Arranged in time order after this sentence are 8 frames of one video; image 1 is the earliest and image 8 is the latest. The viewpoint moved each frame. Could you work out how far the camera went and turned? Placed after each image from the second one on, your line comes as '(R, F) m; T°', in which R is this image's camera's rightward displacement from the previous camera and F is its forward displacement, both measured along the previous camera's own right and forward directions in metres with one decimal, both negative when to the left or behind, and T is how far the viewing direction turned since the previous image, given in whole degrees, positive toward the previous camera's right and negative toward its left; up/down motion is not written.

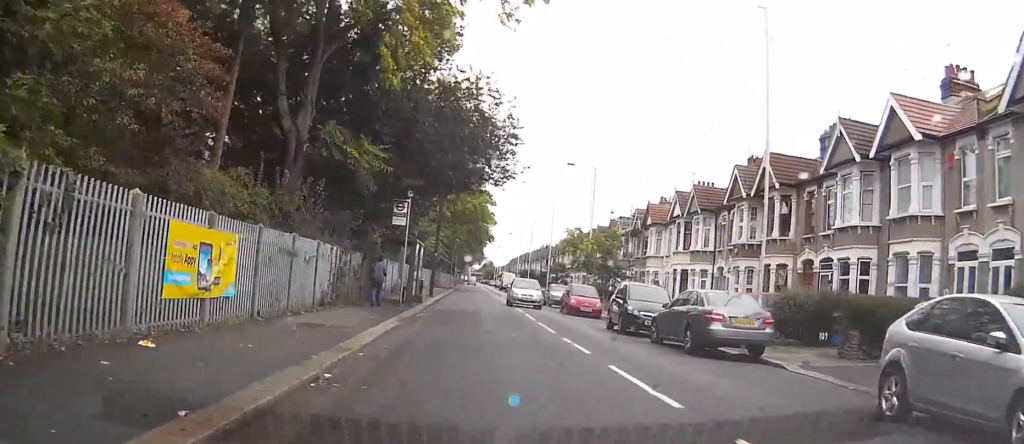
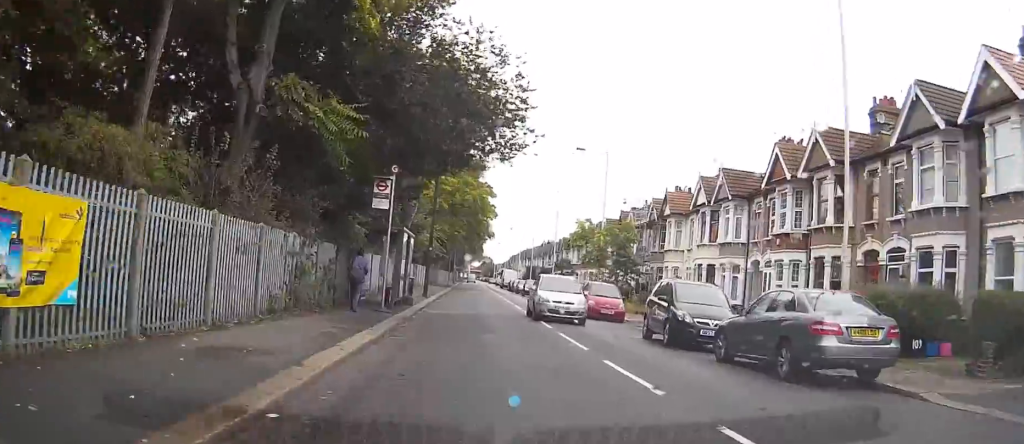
(0.0, +5.4) m; 0°
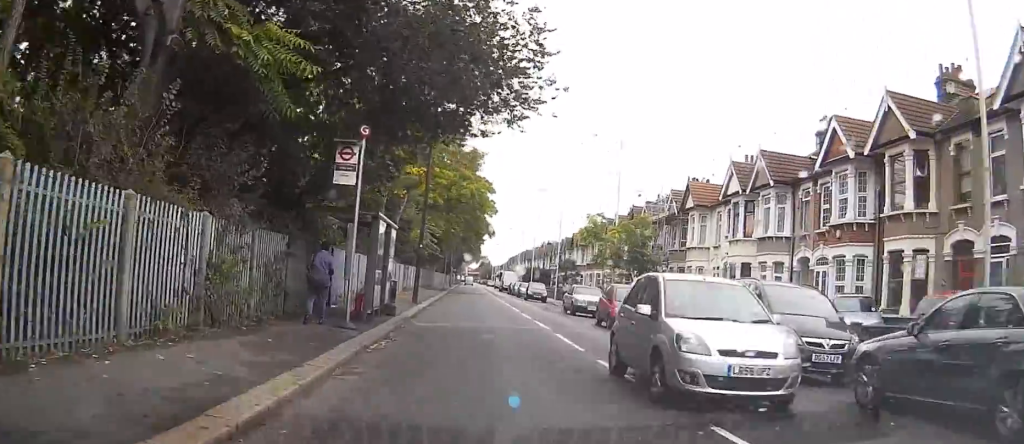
(0.0, +5.9) m; 0°
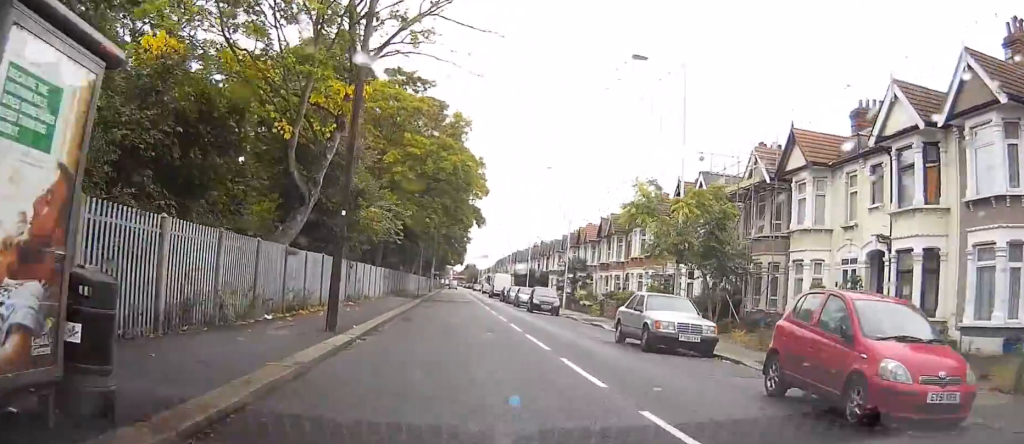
(-0.1, +17.0) m; 0°
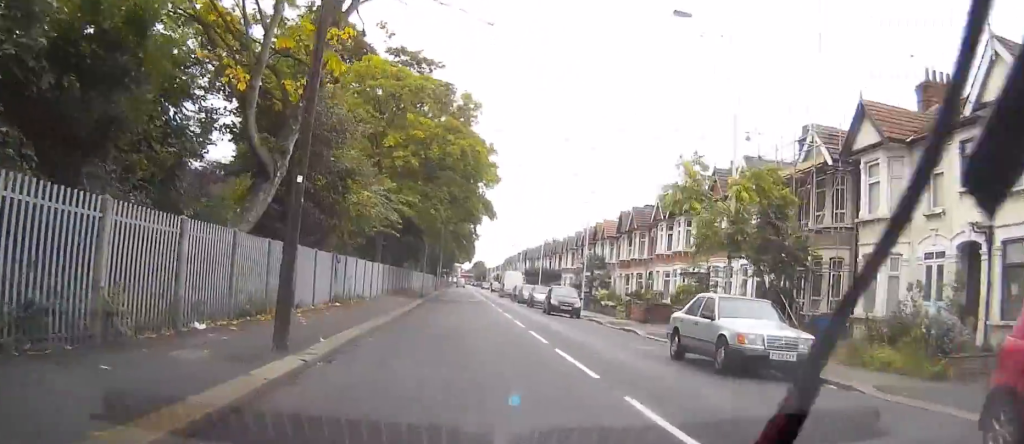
(0.0, +4.9) m; 0°
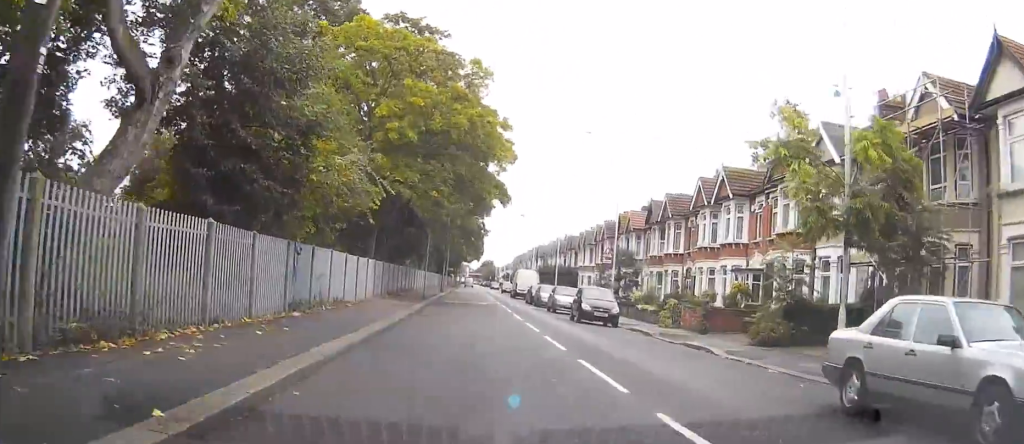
(0.0, +7.1) m; 0°
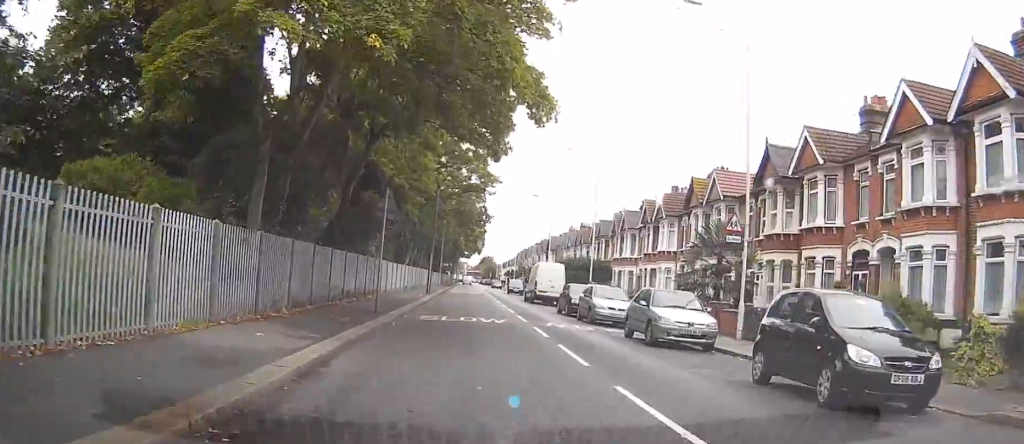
(-0.1, +21.1) m; 0°
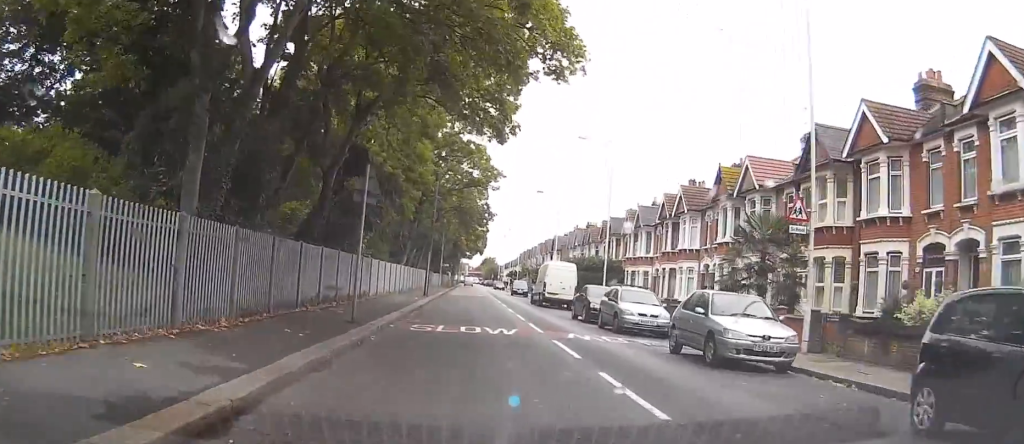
(0.0, +4.5) m; 0°
